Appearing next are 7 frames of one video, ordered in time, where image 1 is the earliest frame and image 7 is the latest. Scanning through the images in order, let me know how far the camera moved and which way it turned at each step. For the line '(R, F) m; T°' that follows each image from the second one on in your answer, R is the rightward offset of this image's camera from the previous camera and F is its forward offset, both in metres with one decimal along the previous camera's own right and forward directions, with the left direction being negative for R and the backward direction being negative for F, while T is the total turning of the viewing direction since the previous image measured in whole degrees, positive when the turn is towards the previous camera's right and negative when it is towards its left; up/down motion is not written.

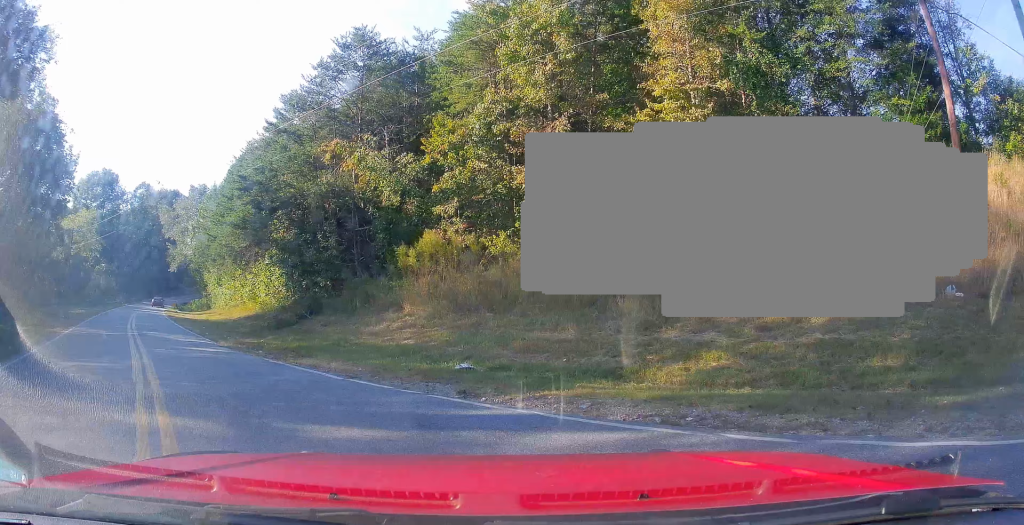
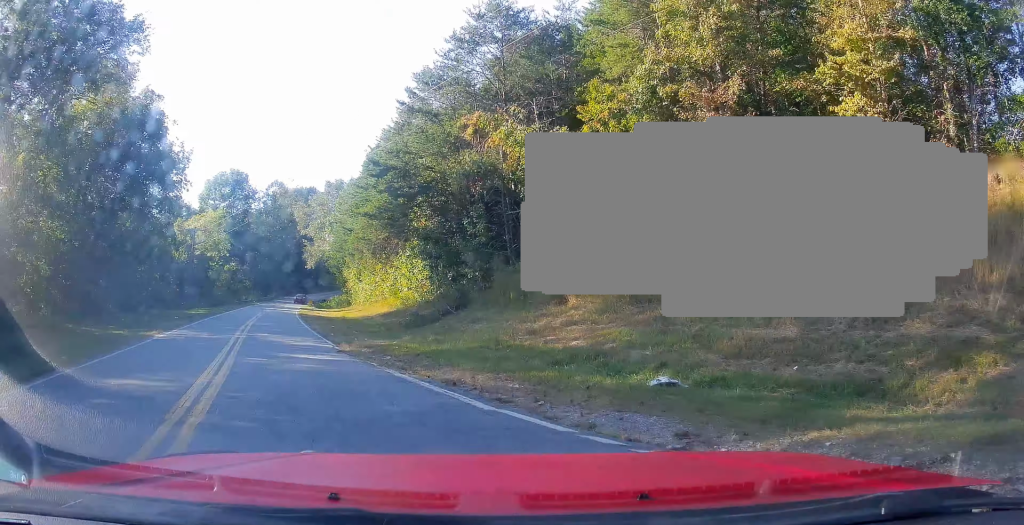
(-0.5, +3.1) m; -10°
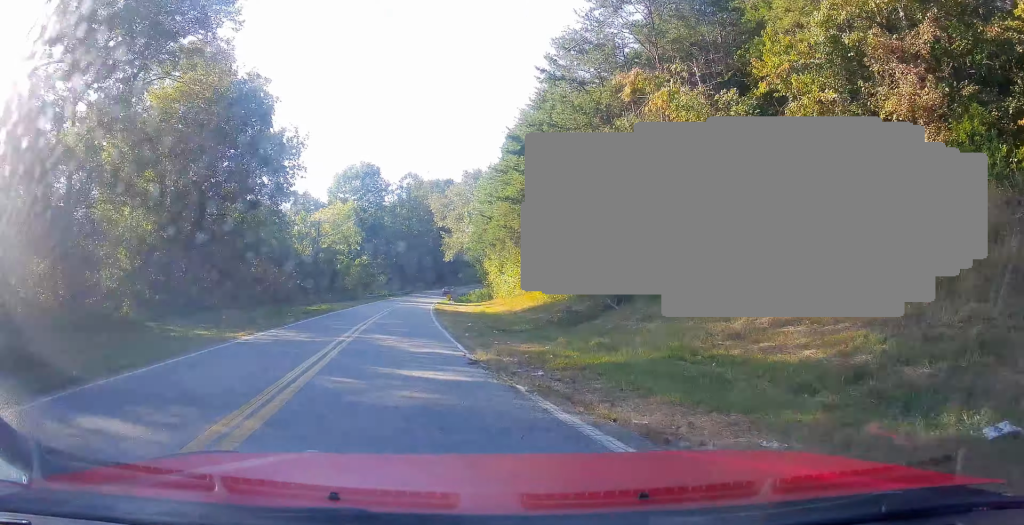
(-0.4, +3.9) m; -10°
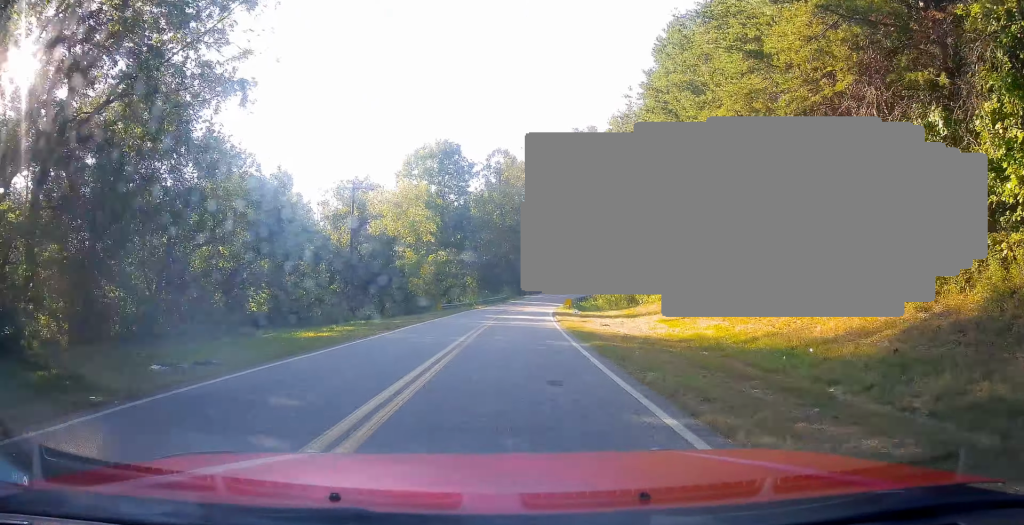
(-5.1, +24.5) m; -13°
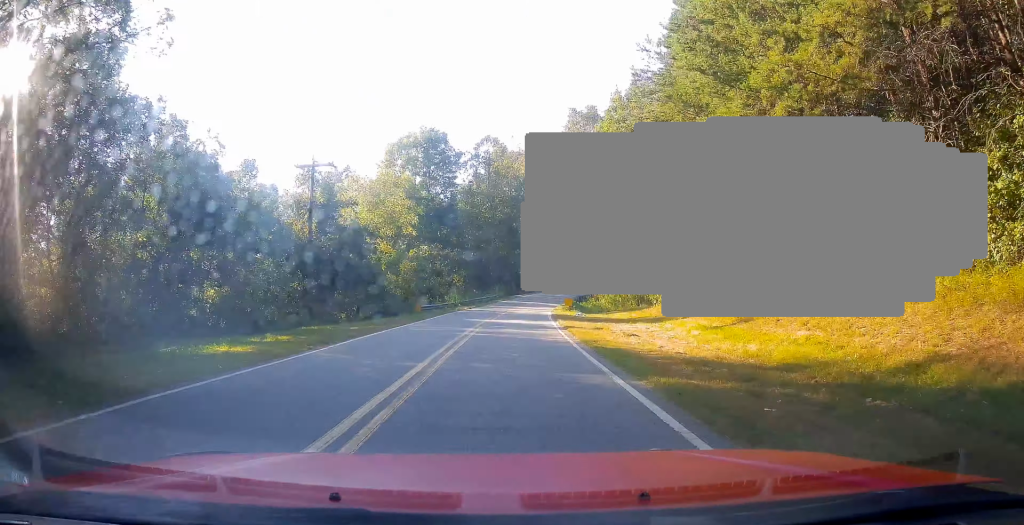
(0.0, +7.1) m; 0°
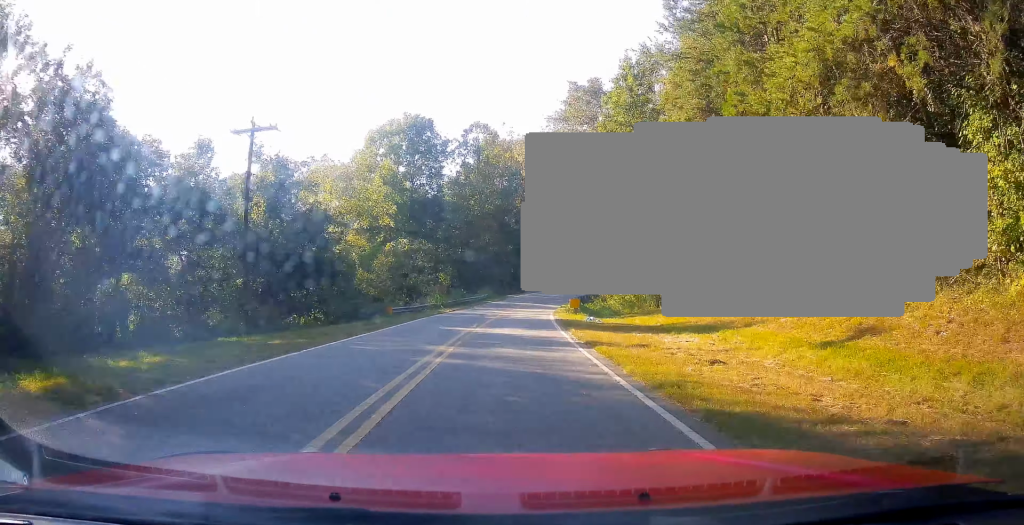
(0.0, +8.0) m; 0°
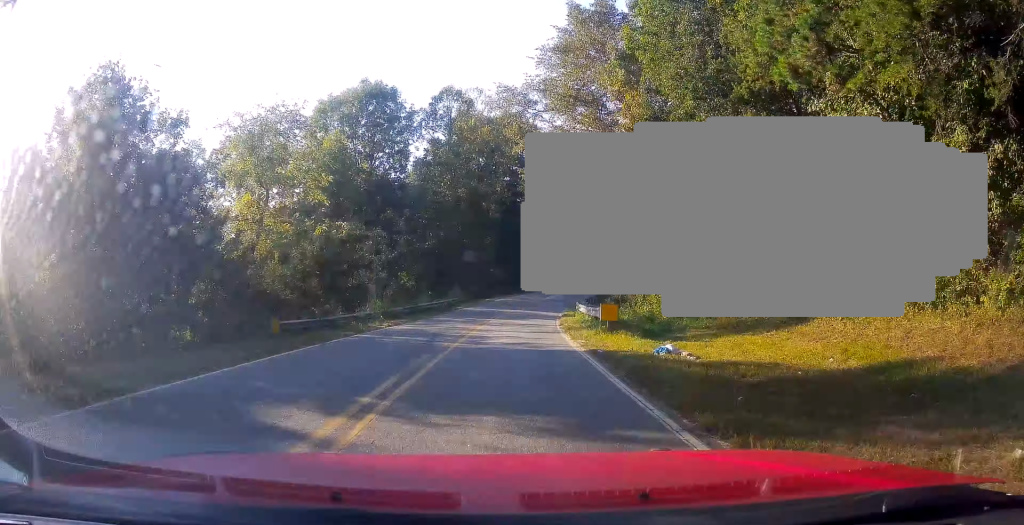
(+0.1, +15.6) m; +1°
